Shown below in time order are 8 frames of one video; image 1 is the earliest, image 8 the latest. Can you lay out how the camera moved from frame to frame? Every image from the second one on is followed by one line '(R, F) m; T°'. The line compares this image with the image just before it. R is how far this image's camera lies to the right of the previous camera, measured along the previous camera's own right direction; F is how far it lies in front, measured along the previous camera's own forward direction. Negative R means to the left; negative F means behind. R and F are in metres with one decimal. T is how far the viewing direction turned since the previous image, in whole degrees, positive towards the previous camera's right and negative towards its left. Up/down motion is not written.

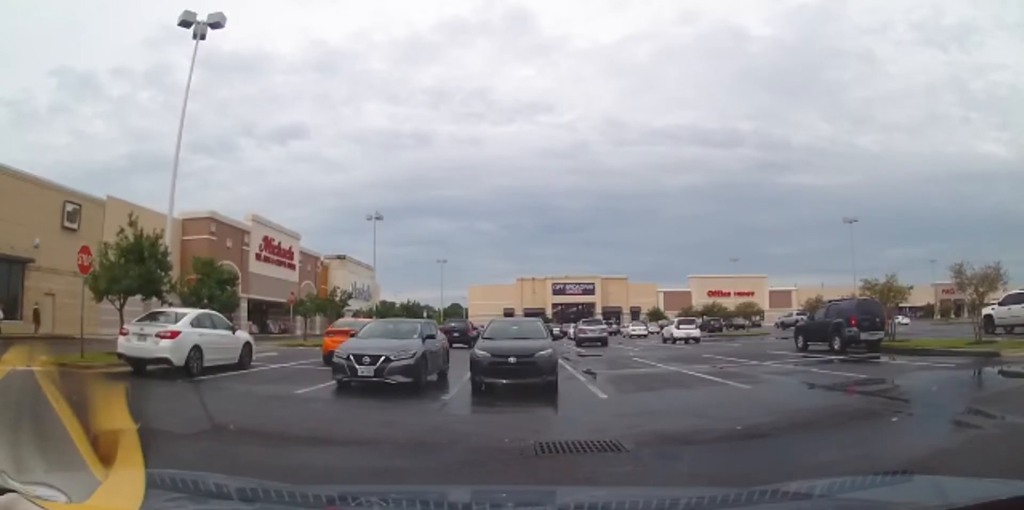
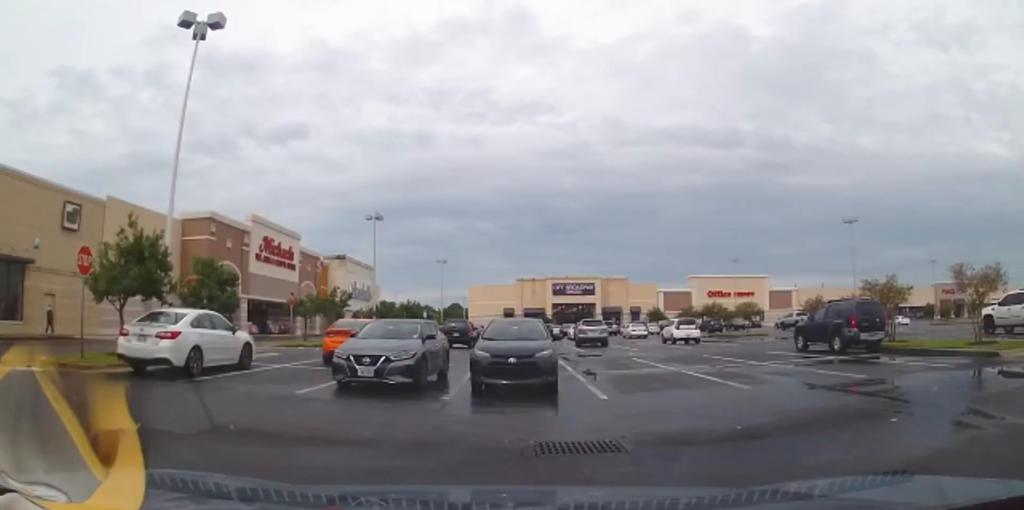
(0.0, 0.0) m; 0°
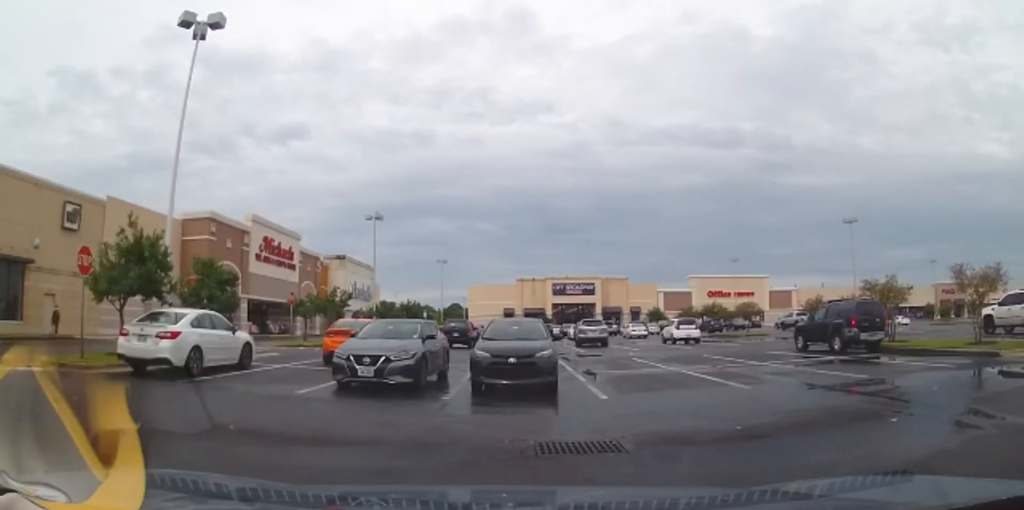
(0.0, 0.0) m; 0°
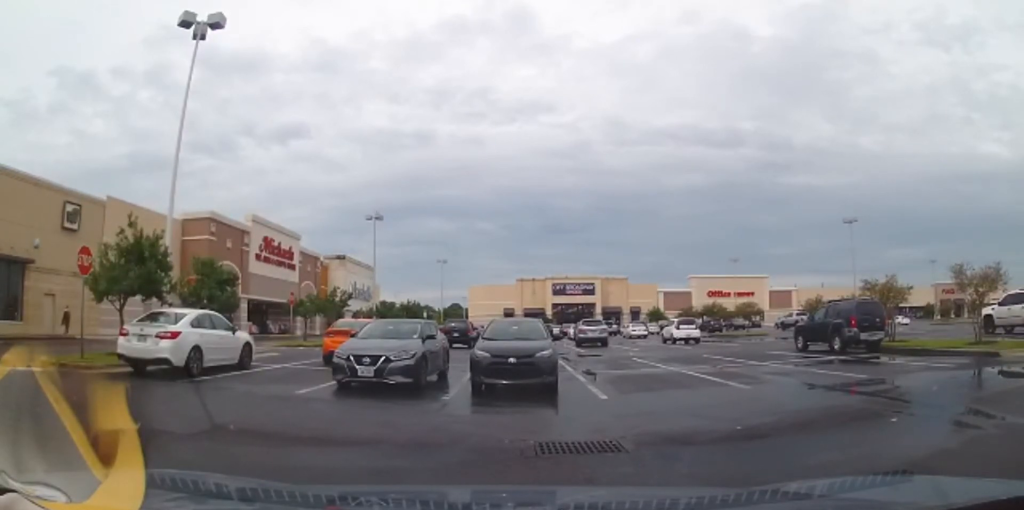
(0.0, 0.0) m; 0°
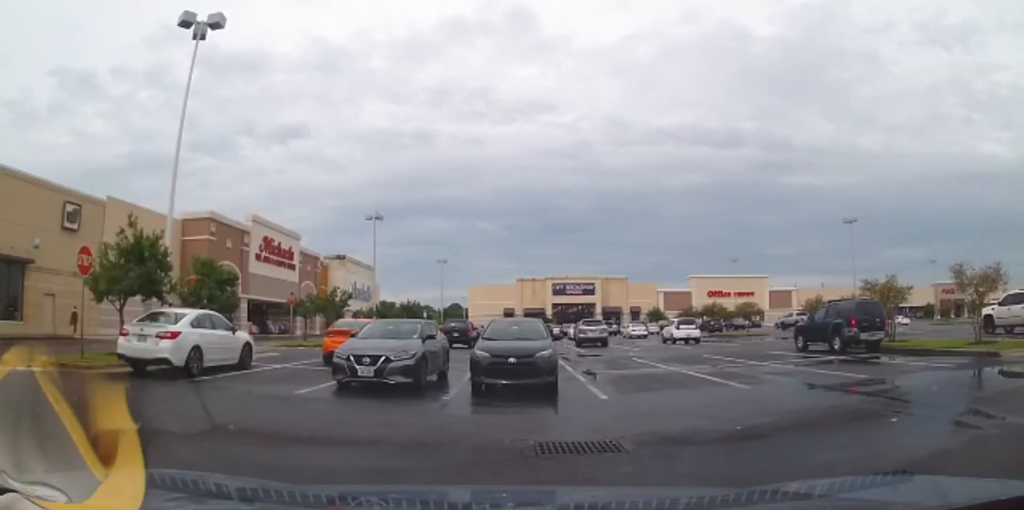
(0.0, 0.0) m; 0°
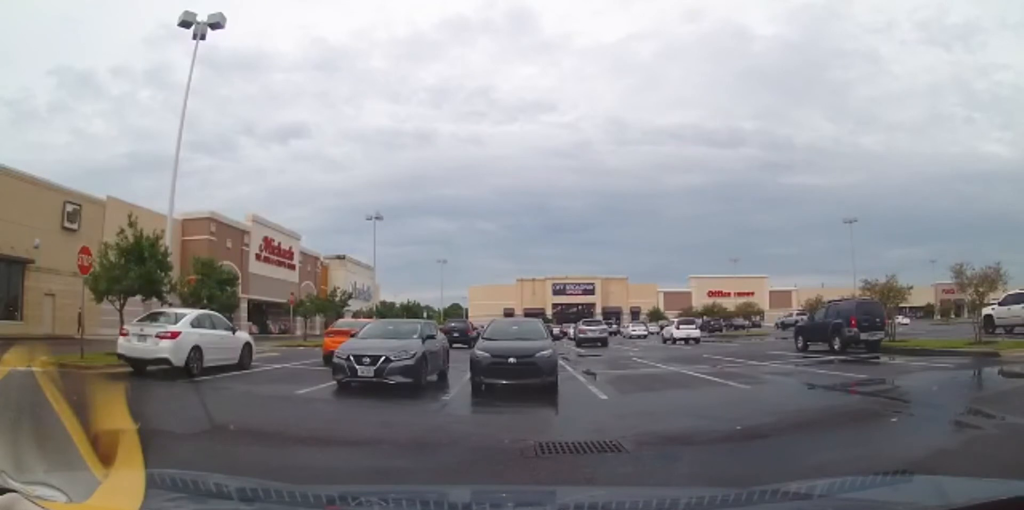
(0.0, 0.0) m; 0°
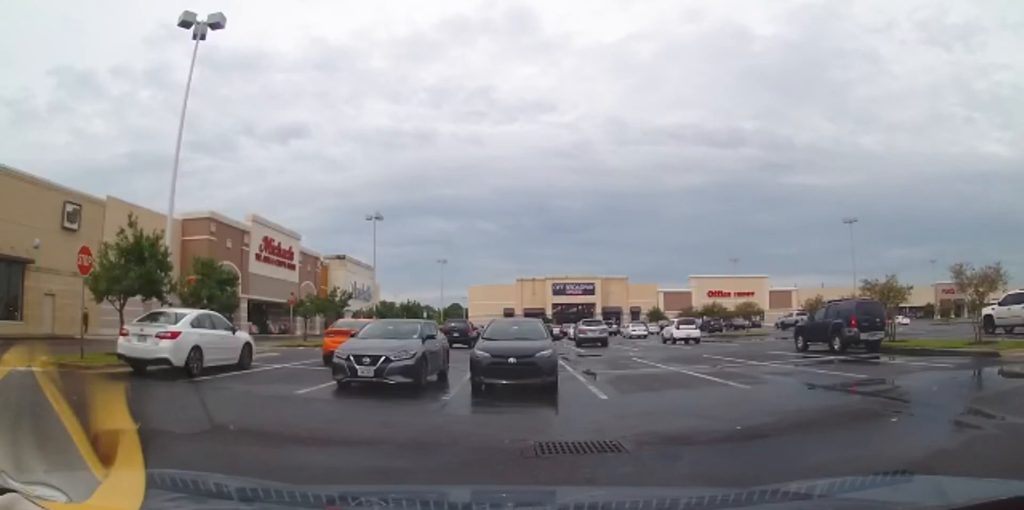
(0.0, 0.0) m; 0°
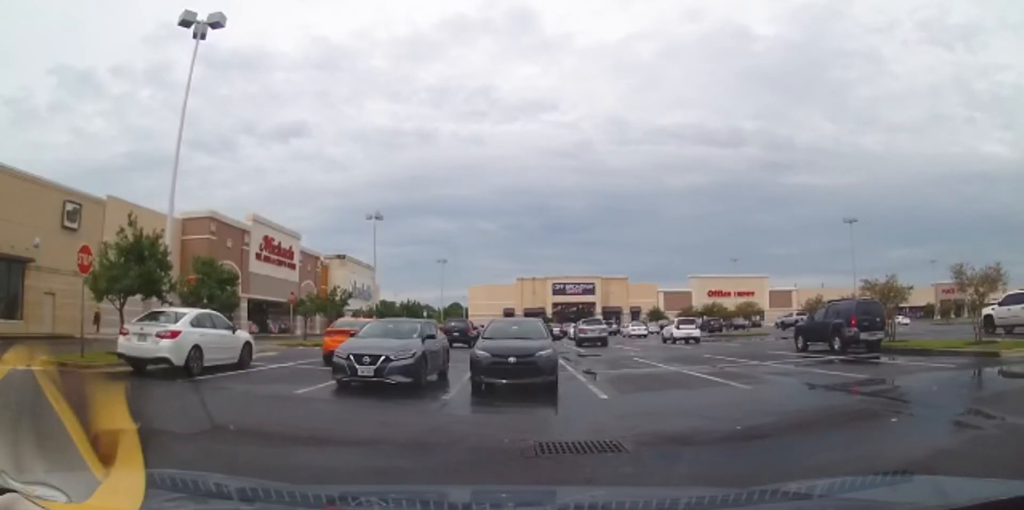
(0.0, 0.0) m; 0°
